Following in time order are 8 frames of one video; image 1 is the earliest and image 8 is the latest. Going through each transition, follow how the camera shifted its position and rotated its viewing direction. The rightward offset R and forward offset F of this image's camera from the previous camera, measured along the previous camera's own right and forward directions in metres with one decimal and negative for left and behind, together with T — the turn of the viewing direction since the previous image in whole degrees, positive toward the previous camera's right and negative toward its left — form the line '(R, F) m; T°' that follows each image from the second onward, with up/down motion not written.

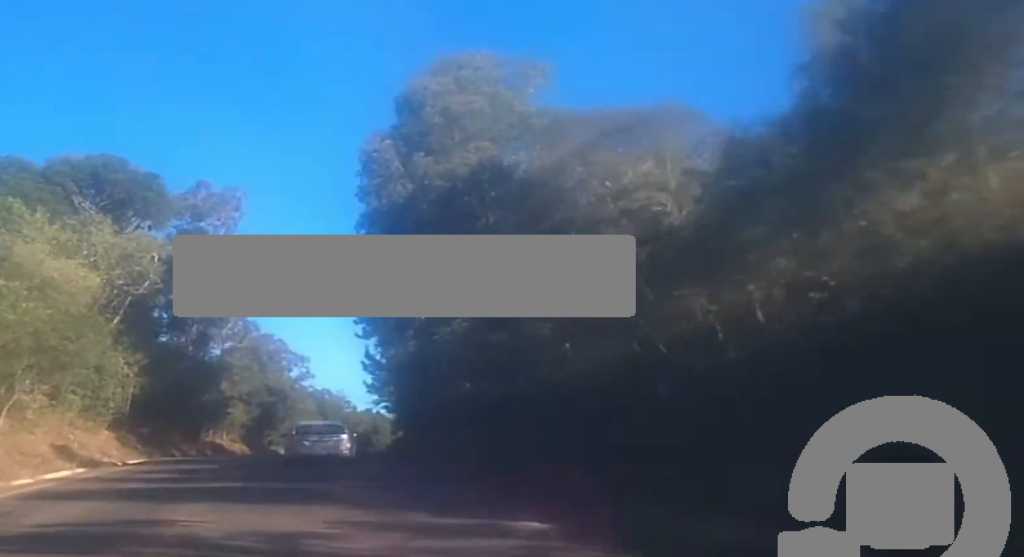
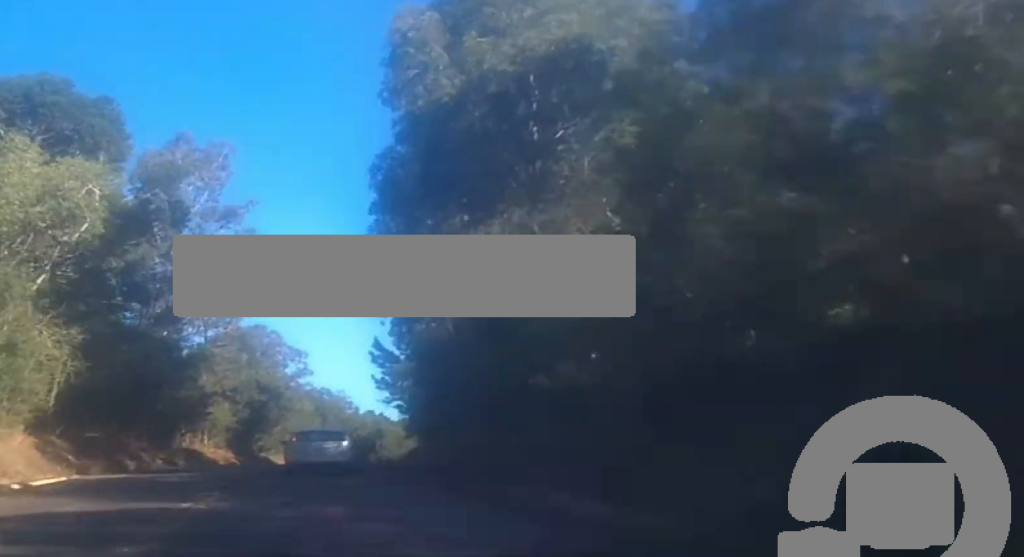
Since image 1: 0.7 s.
(0.0, +16.3) m; +4°
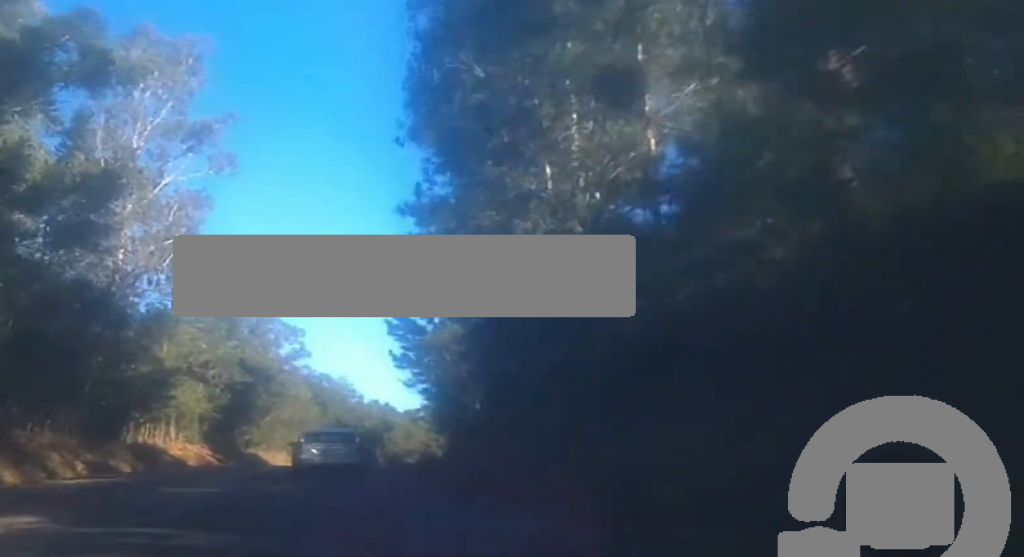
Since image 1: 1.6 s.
(+1.2, +18.8) m; +4°
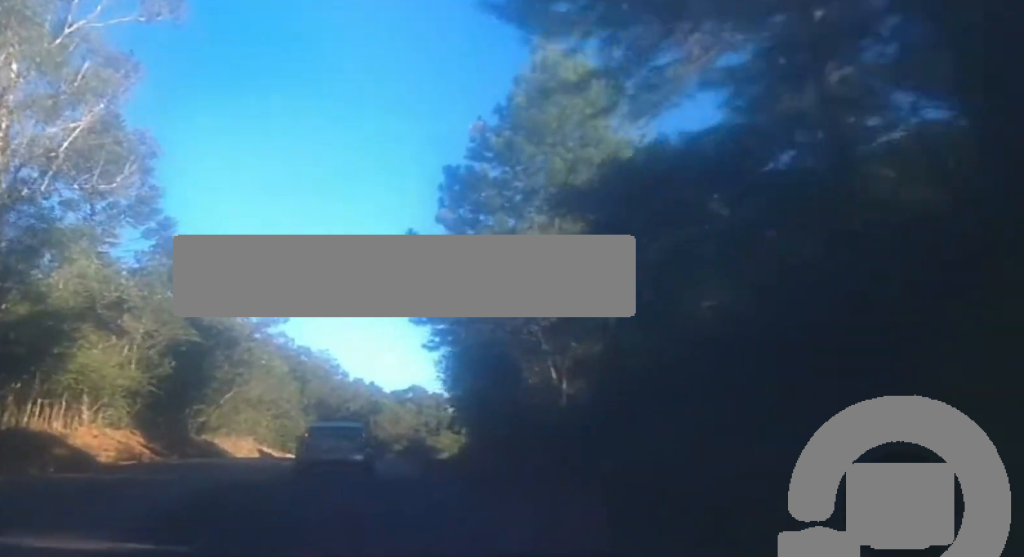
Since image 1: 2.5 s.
(+0.4, +18.6) m; +1°
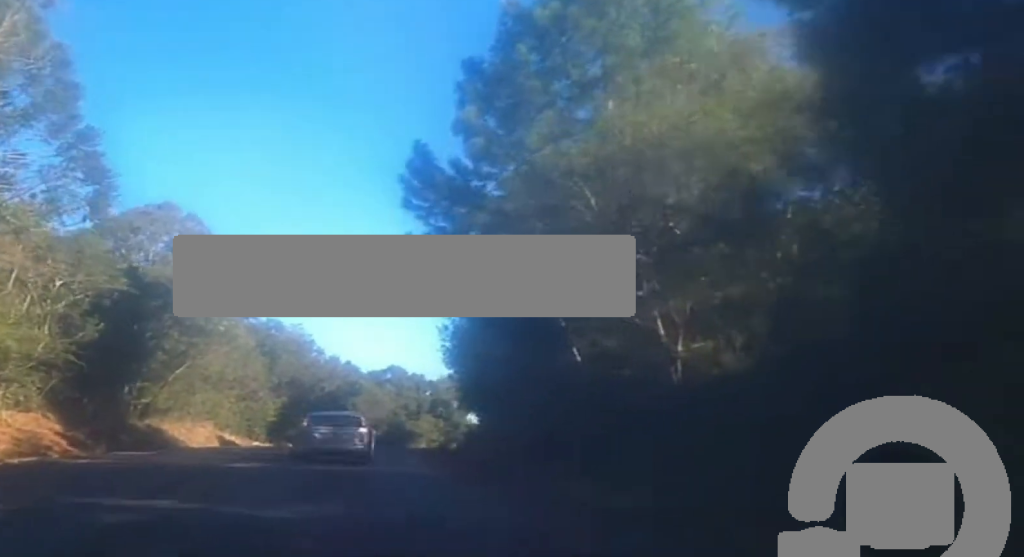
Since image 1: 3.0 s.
(-0.2, +11.3) m; -1°
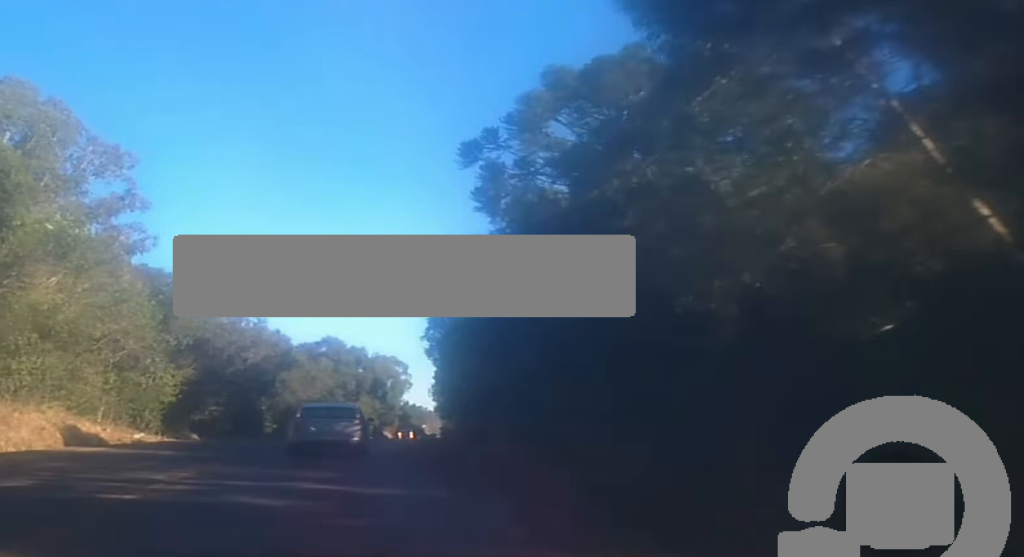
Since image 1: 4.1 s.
(+0.2, +22.1) m; +7°
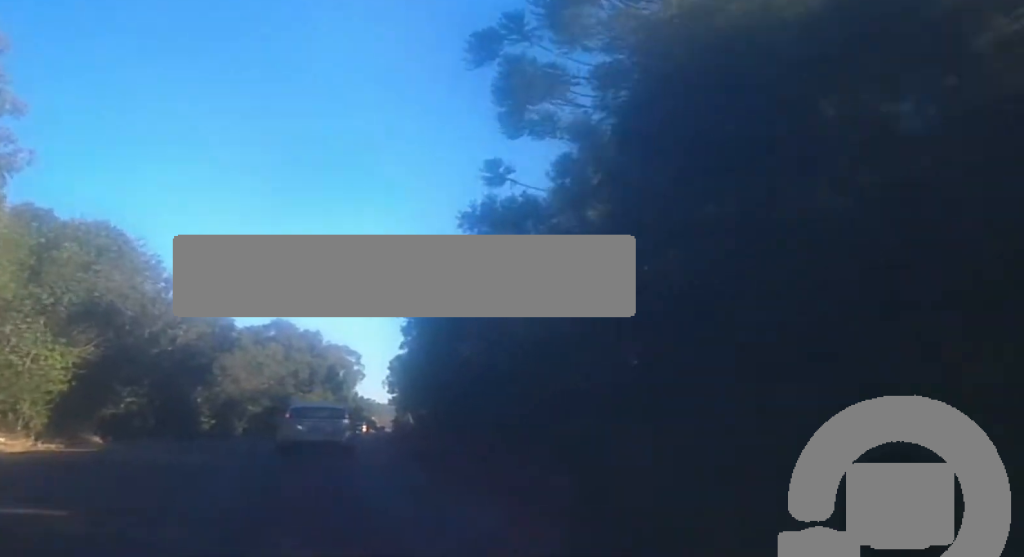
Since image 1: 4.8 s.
(+1.8, +14.2) m; +4°
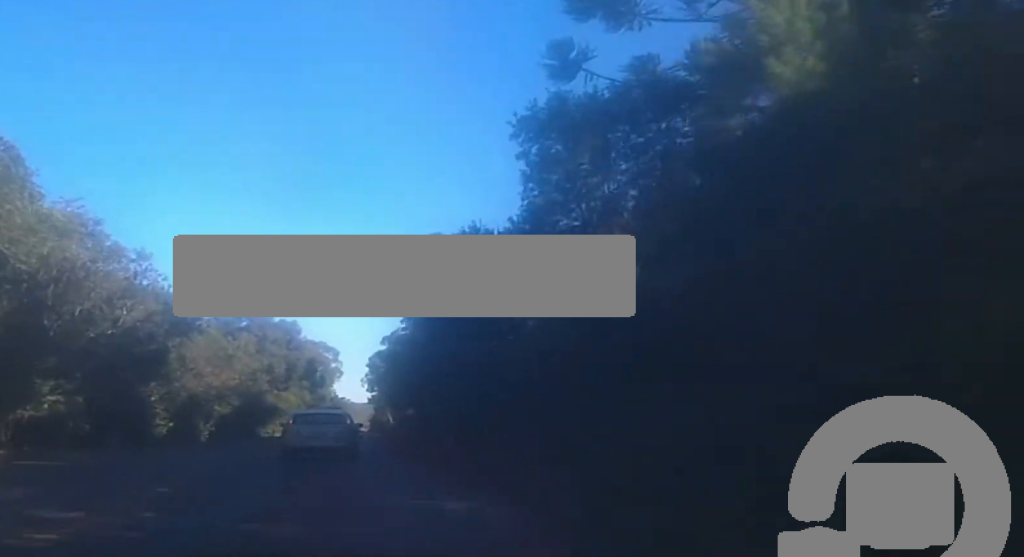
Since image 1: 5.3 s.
(+0.2, +11.5) m; +2°
